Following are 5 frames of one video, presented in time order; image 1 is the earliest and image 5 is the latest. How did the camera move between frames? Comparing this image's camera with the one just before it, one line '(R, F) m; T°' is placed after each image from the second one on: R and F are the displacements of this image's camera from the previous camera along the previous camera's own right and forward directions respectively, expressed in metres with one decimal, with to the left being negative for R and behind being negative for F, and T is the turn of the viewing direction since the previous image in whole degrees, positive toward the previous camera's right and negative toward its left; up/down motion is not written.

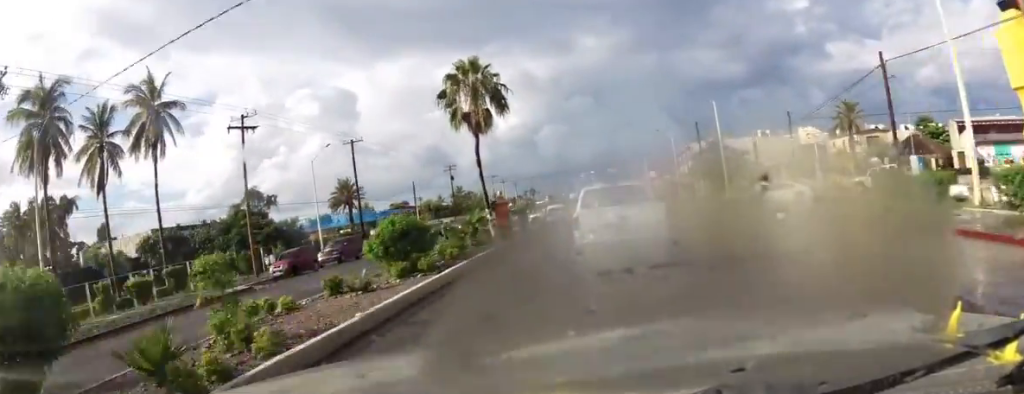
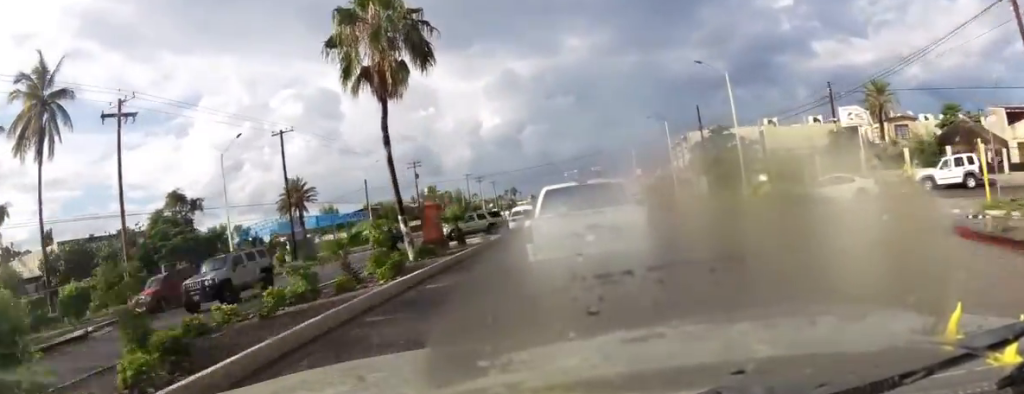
(+0.1, +10.5) m; 0°
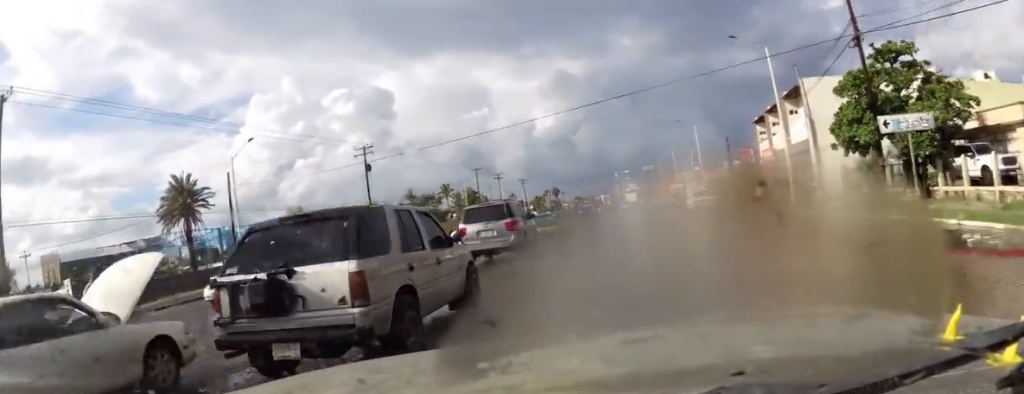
(-0.3, +29.1) m; -1°
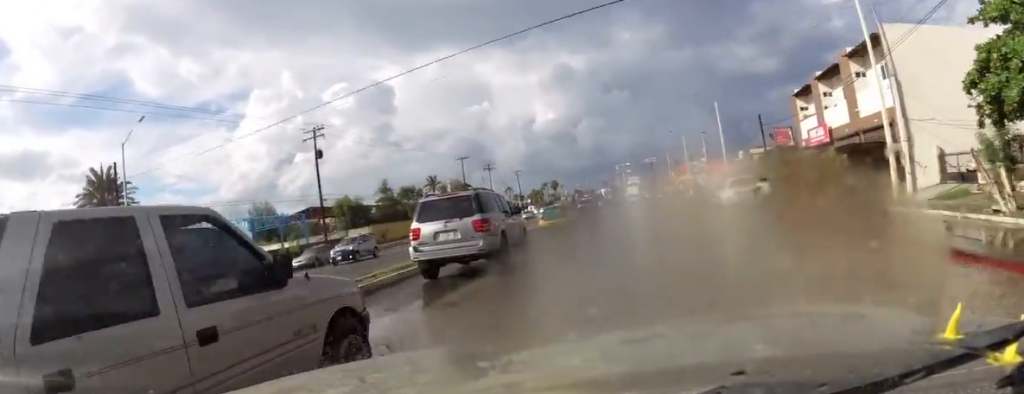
(0.0, +8.5) m; 0°
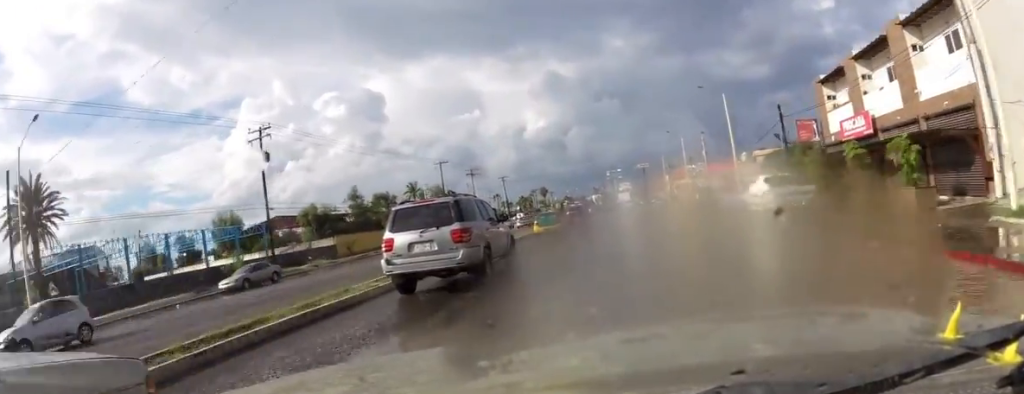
(0.0, +6.7) m; 0°
